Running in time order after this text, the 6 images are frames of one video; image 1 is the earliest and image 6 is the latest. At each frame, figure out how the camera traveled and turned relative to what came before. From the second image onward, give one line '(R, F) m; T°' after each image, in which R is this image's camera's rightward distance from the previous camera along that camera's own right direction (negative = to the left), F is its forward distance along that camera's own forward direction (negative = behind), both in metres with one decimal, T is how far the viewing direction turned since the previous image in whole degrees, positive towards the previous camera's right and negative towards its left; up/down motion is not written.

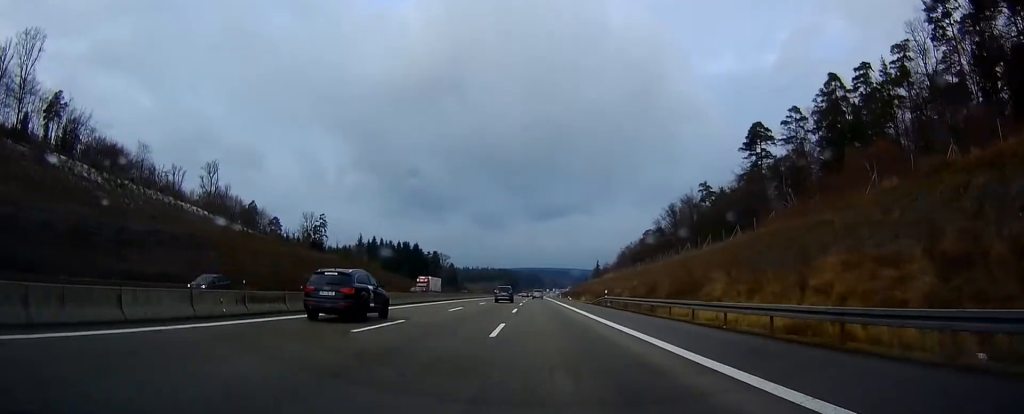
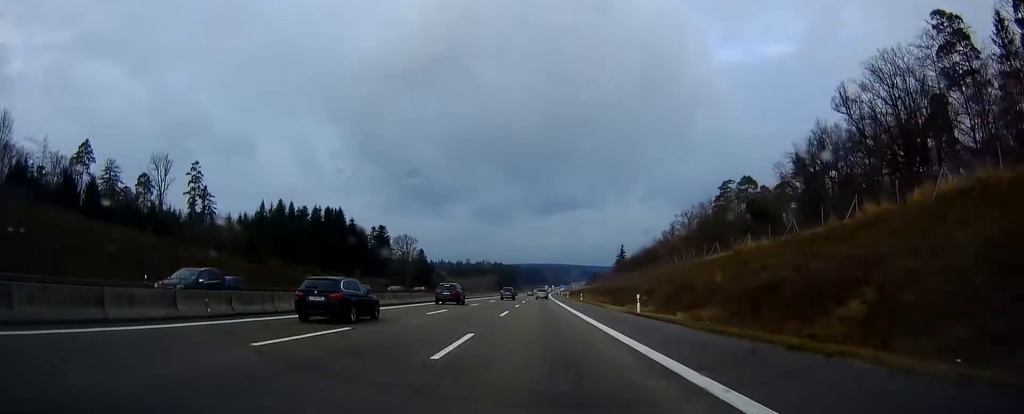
(+0.2, +112.2) m; 0°
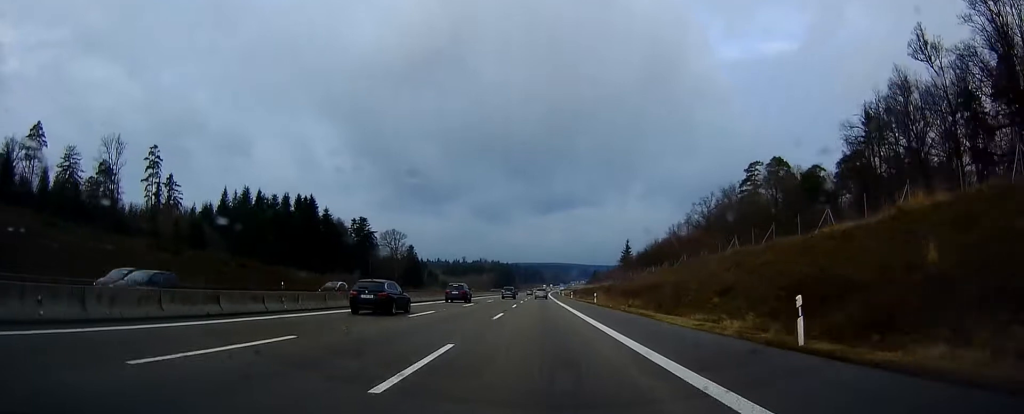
(0.0, +21.8) m; 0°
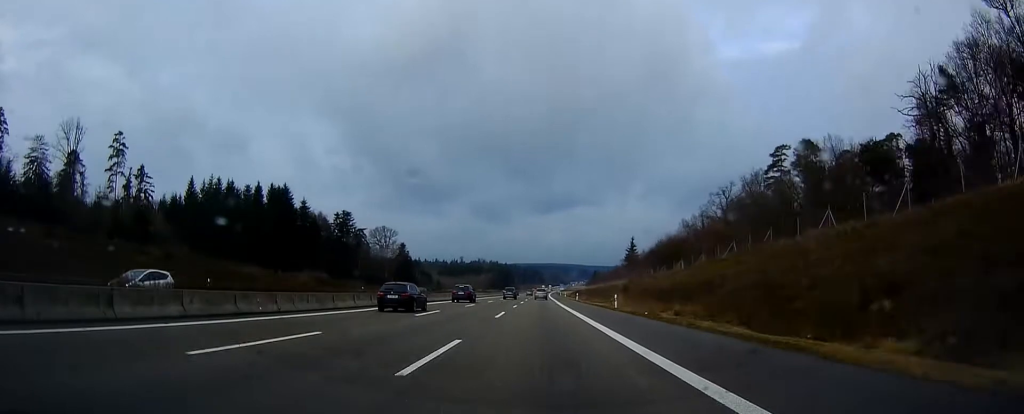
(0.0, +16.0) m; 0°
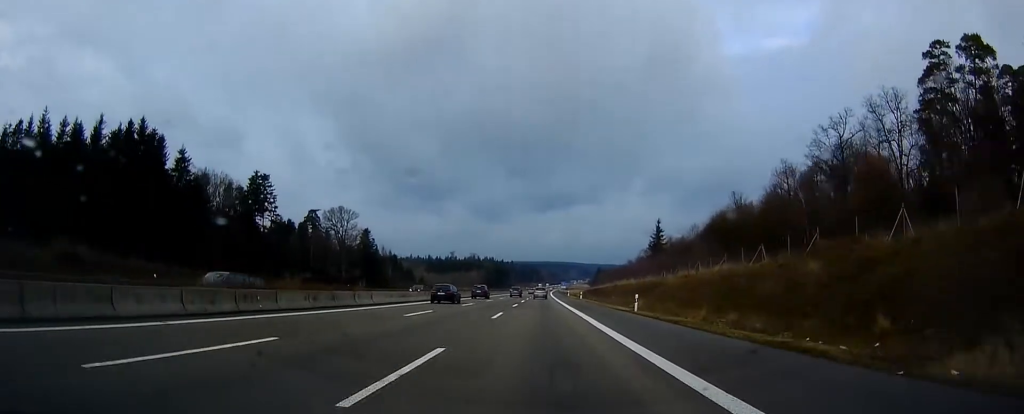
(+0.5, +56.4) m; +1°
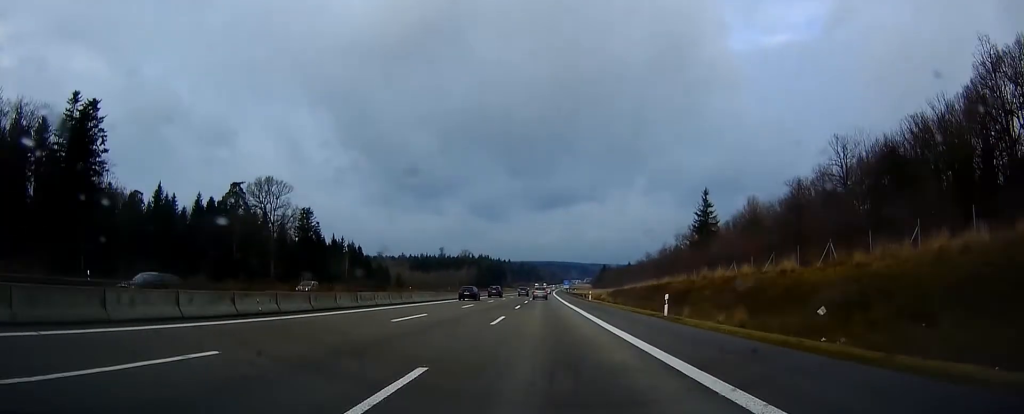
(+0.1, +56.4) m; 0°
